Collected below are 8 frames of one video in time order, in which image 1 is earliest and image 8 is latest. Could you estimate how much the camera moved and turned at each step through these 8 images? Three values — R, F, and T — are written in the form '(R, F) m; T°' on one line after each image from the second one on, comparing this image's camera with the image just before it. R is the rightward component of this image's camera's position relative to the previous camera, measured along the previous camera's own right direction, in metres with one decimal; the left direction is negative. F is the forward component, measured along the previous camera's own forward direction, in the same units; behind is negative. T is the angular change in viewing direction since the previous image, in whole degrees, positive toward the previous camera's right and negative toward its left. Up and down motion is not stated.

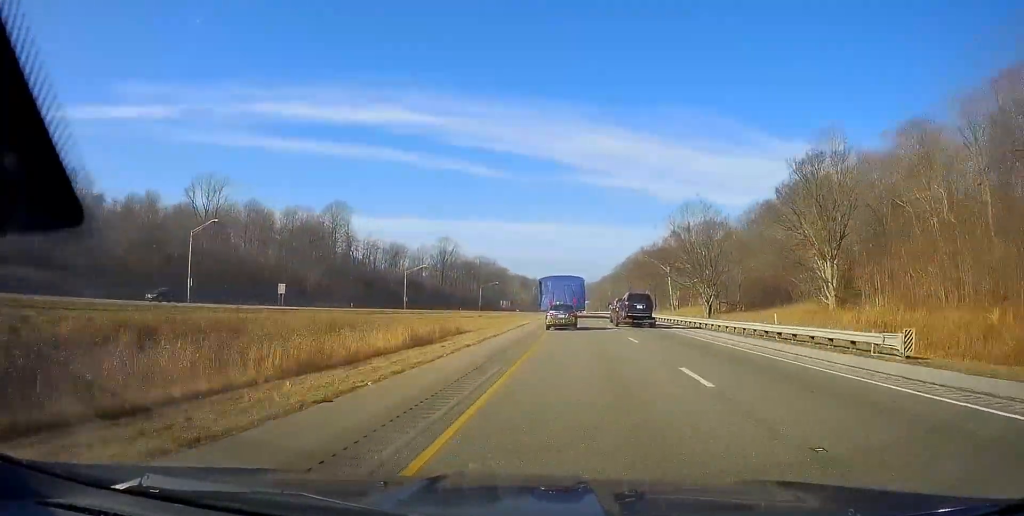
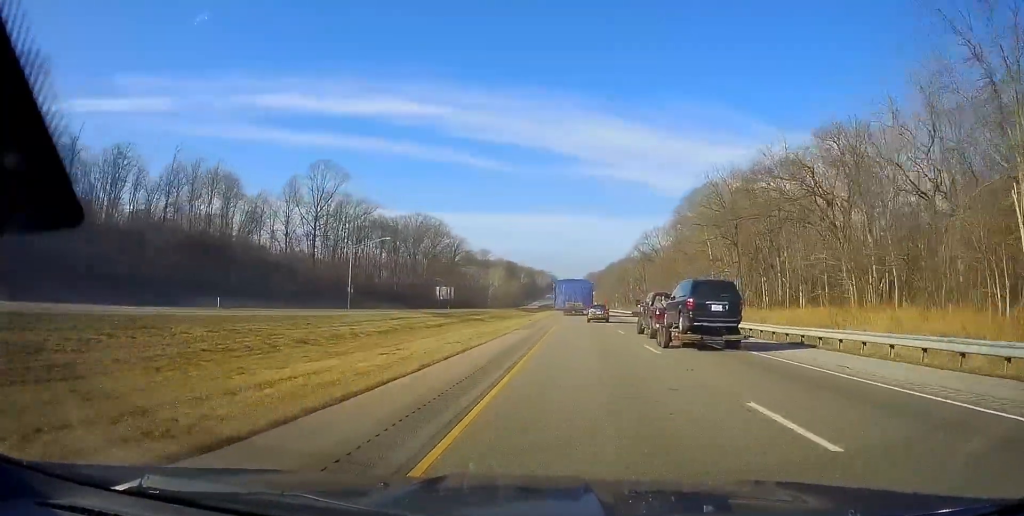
(-0.3, +139.3) m; 0°
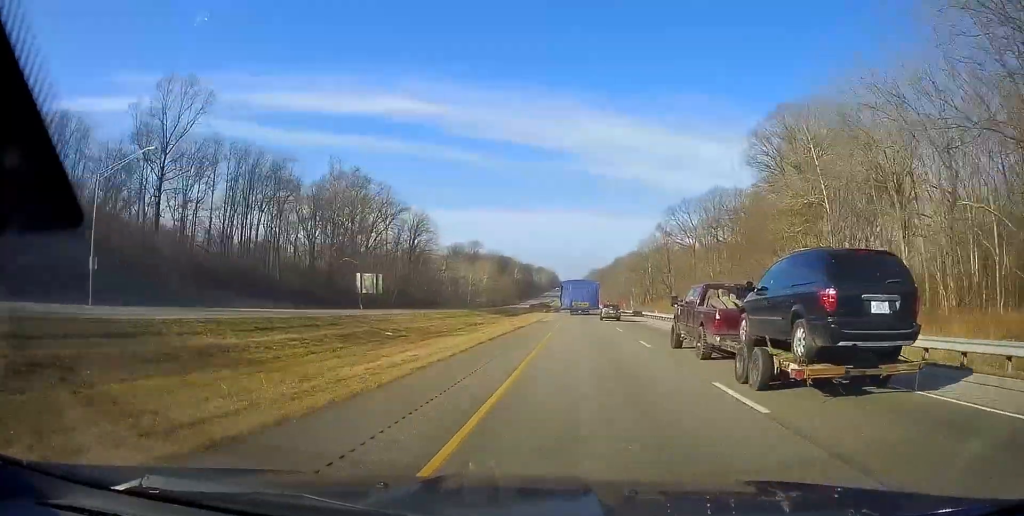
(+0.1, +57.9) m; 0°
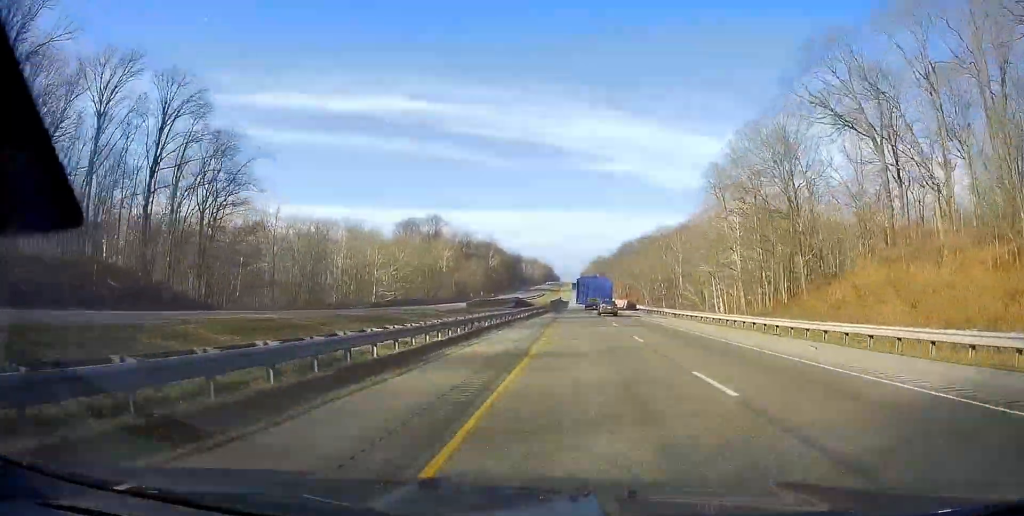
(+0.4, +107.8) m; 0°
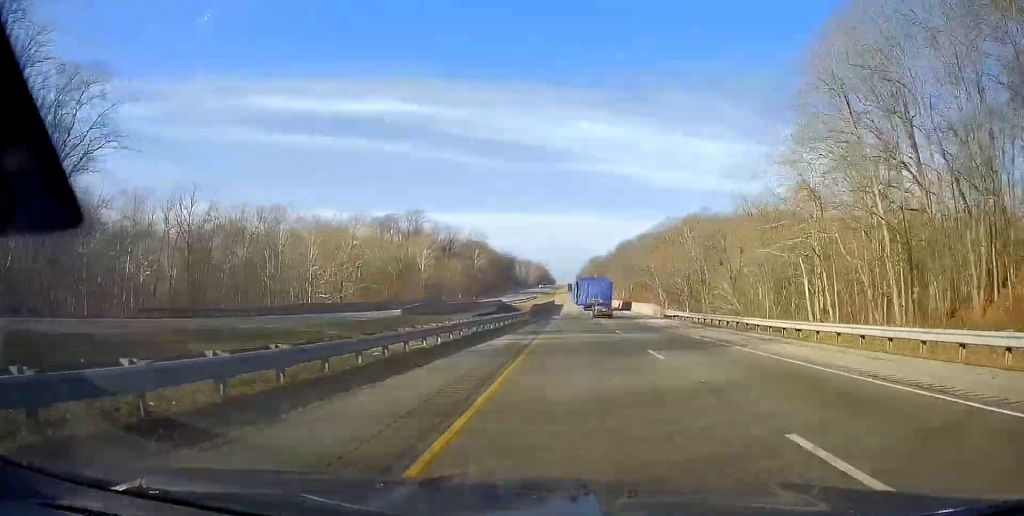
(0.0, +30.1) m; 0°
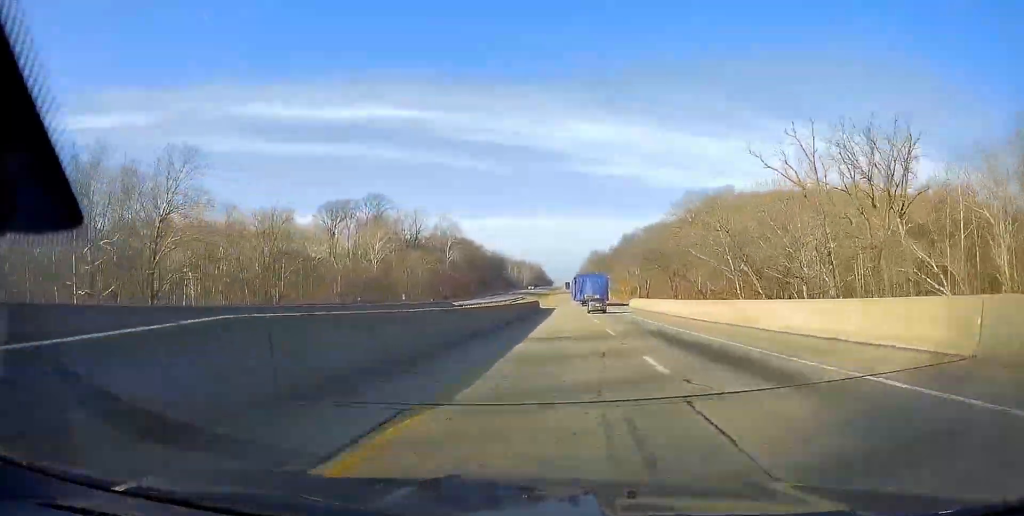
(0.0, +52.1) m; 0°
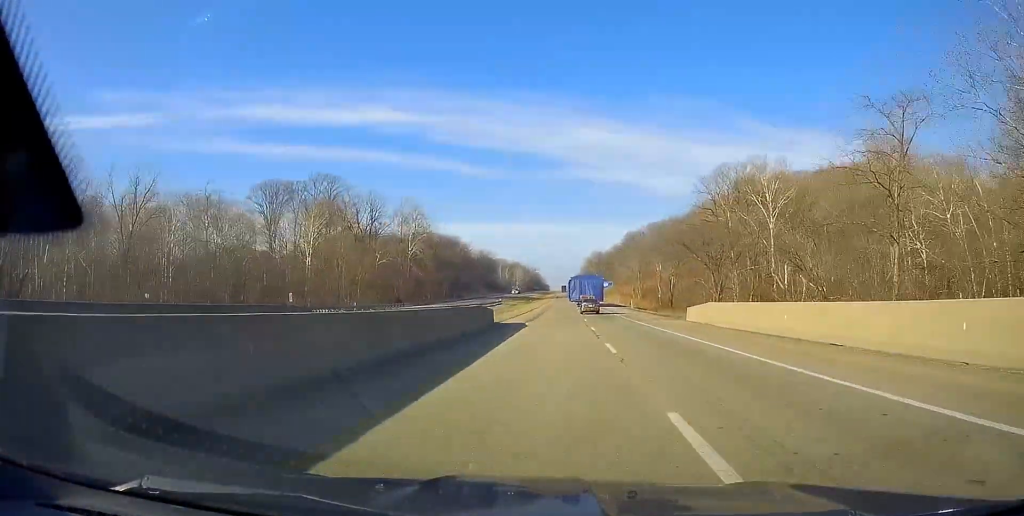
(-0.1, +44.1) m; 0°
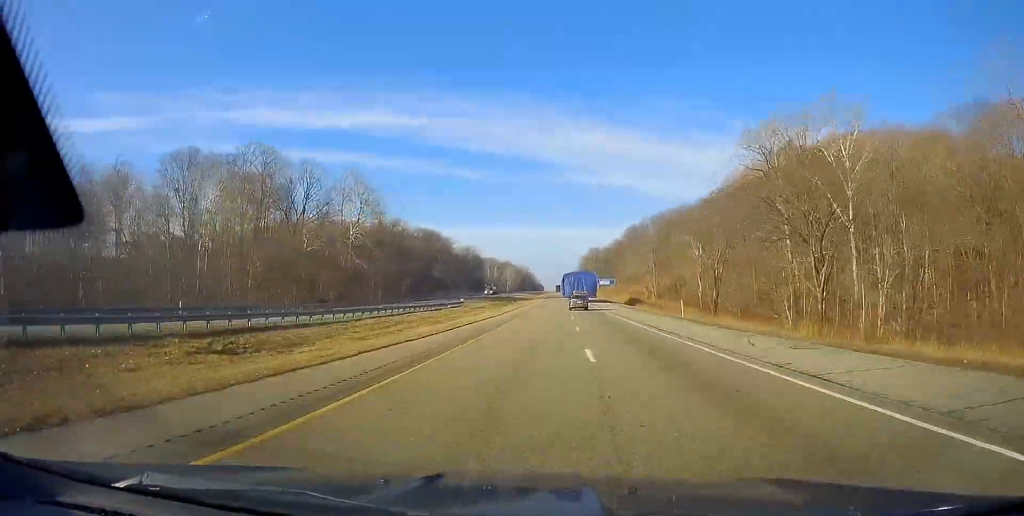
(+0.4, +40.2) m; 0°
